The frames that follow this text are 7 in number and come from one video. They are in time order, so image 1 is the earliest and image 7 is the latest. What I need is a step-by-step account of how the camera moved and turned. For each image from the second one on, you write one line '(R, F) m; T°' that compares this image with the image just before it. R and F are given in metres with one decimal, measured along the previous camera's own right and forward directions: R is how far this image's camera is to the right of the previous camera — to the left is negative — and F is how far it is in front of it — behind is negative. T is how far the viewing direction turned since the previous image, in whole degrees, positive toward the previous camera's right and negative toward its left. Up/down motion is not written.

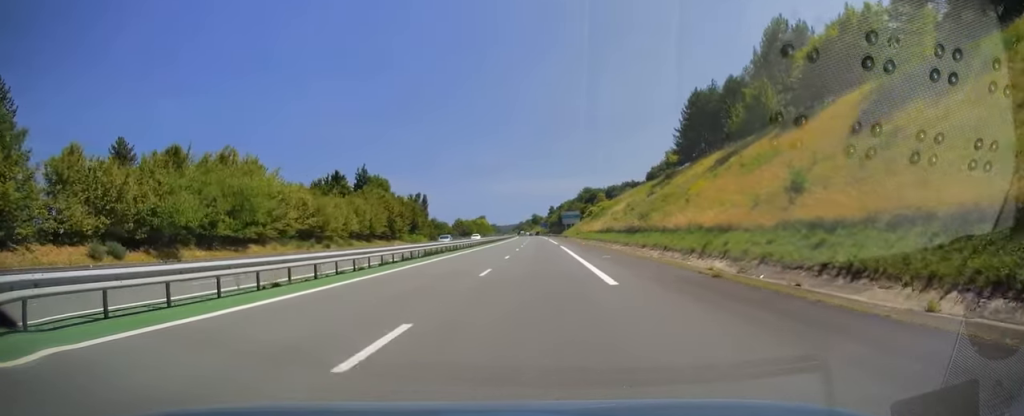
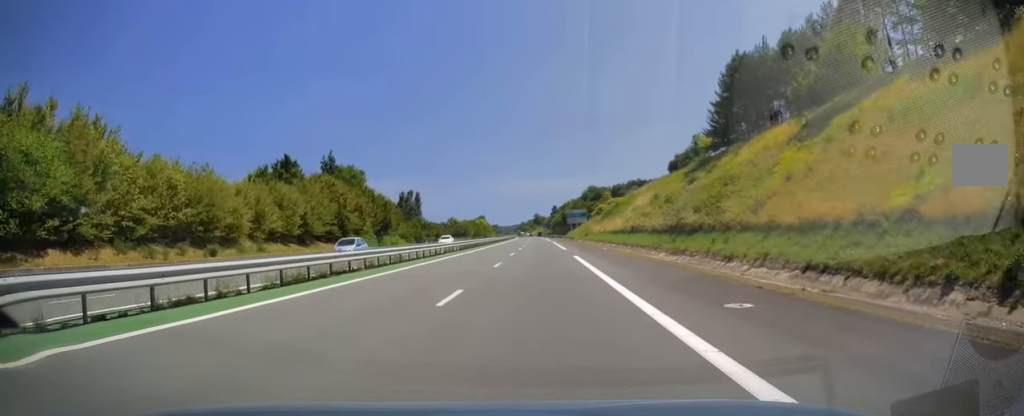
(-0.3, +20.7) m; -1°
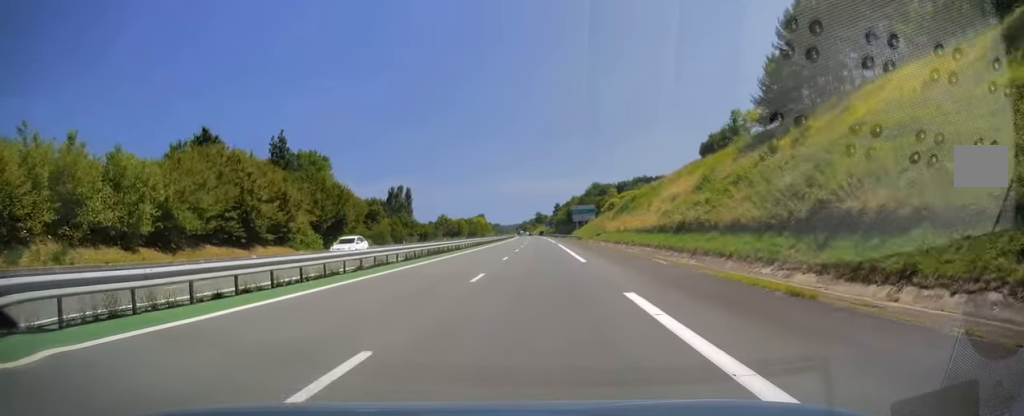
(-0.1, +20.7) m; 0°
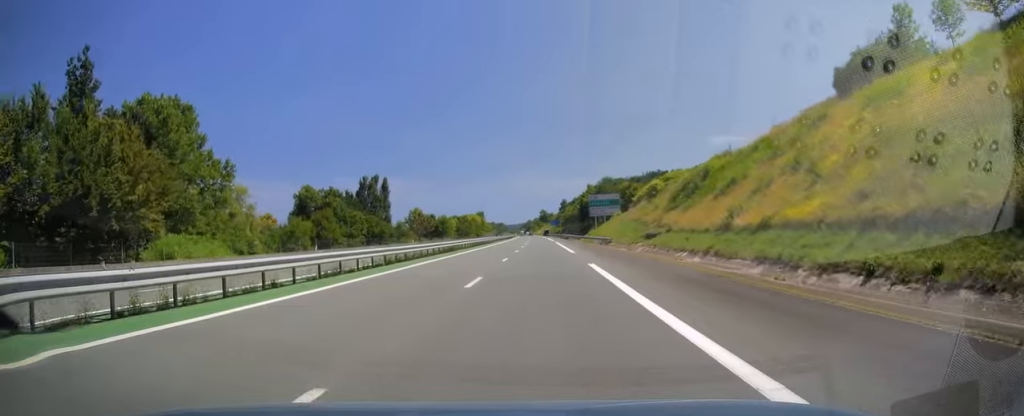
(+0.4, +40.8) m; 0°
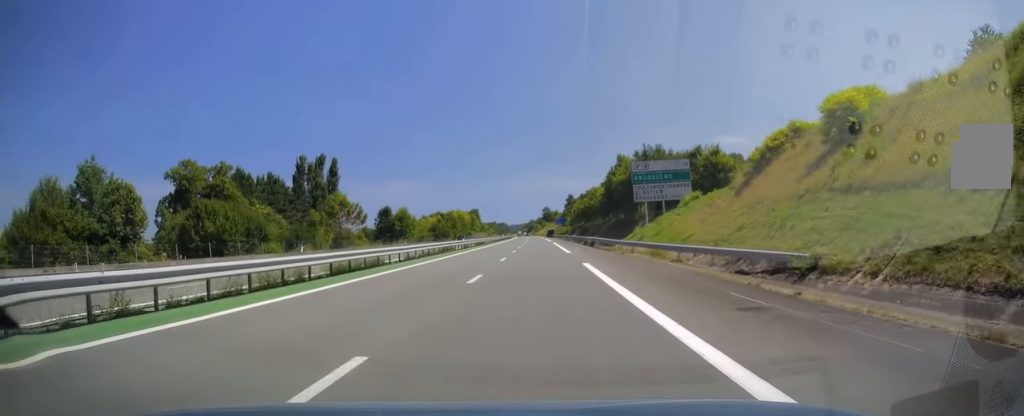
(-0.8, +50.7) m; -1°
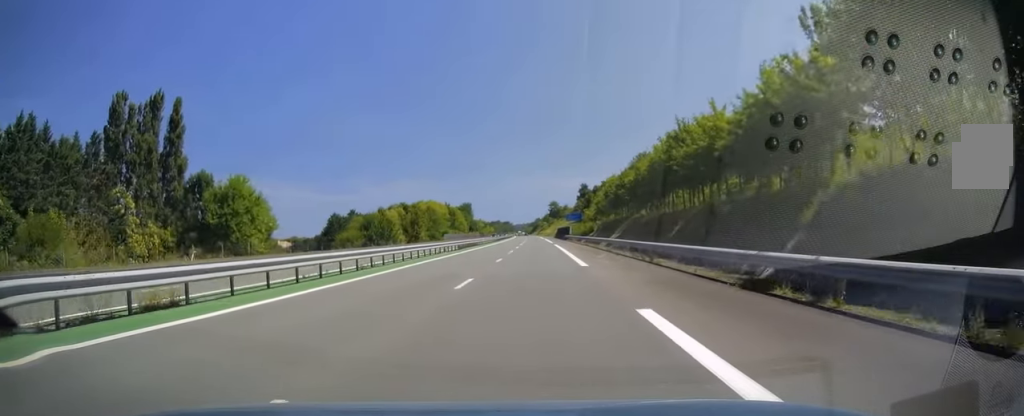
(+0.3, +67.0) m; 0°
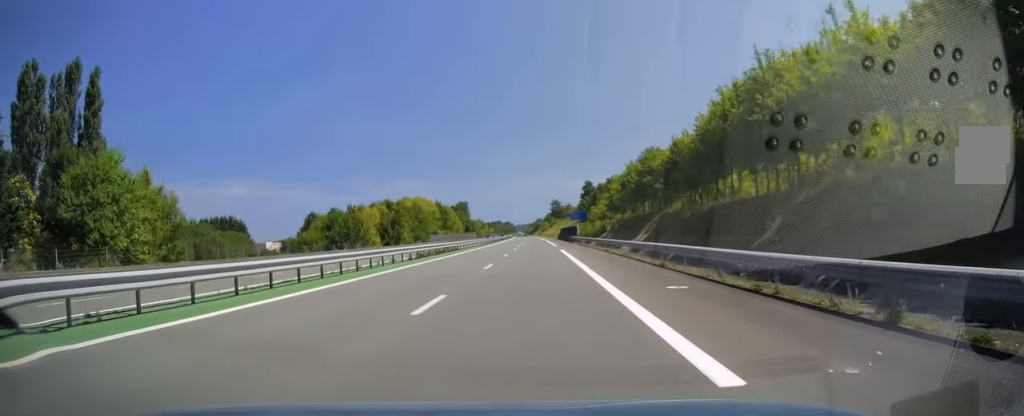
(-0.1, +17.7) m; 0°
